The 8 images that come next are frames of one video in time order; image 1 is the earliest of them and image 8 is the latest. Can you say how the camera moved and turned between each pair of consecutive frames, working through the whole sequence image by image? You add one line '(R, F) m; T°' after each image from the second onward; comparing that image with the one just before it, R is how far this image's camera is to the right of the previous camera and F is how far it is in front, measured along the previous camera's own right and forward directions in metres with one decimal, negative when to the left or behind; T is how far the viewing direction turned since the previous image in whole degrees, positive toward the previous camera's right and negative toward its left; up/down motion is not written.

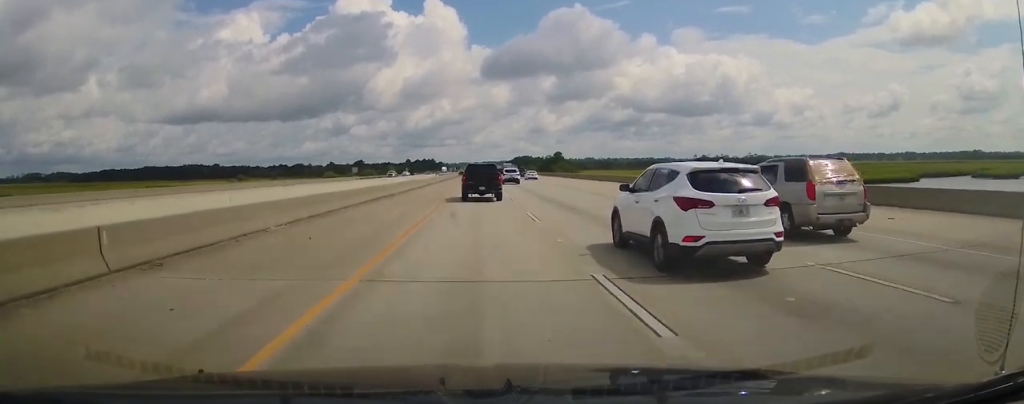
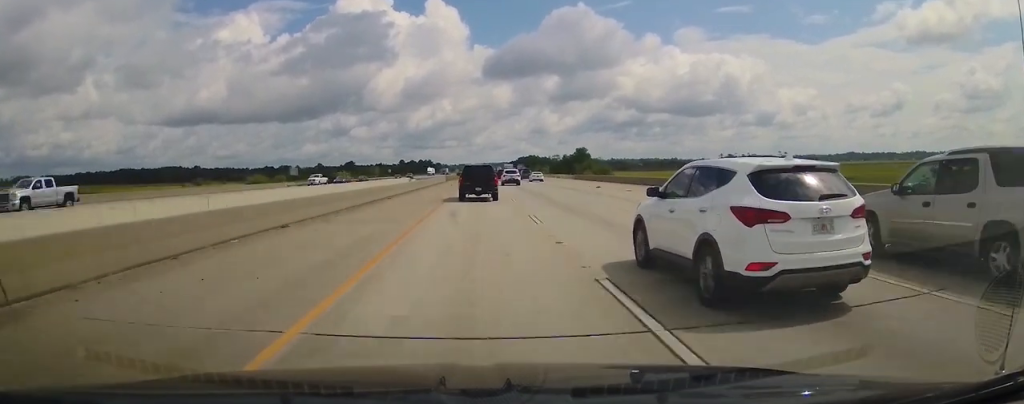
(0.0, +61.9) m; 0°
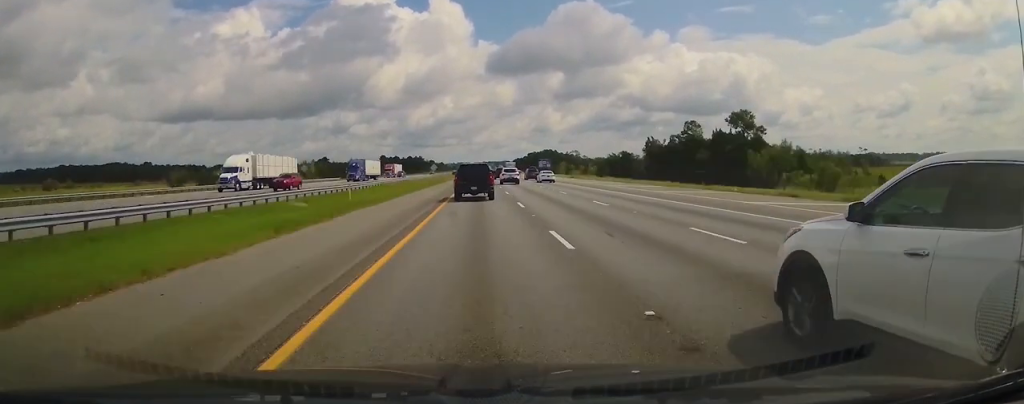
(-0.5, +125.0) m; 0°
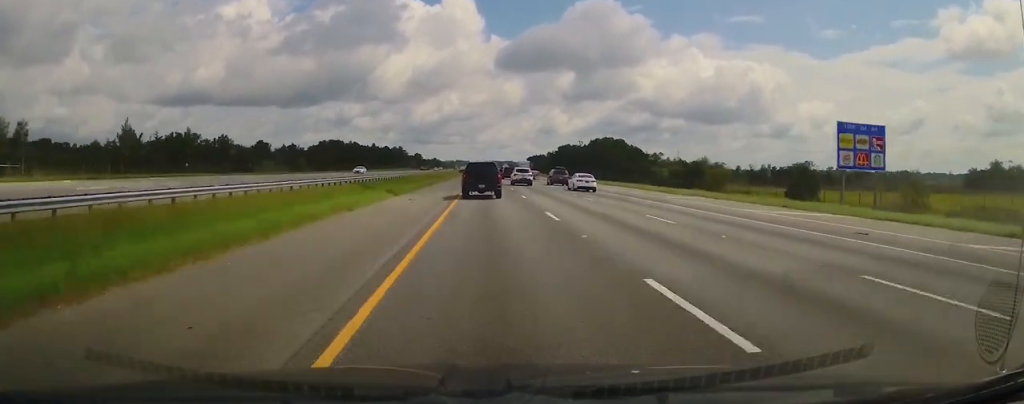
(+0.3, +181.6) m; 0°
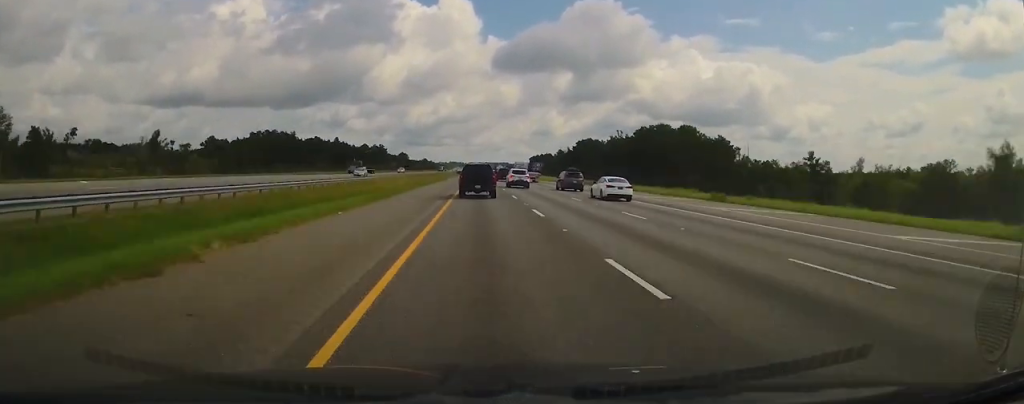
(+0.2, +73.0) m; 0°
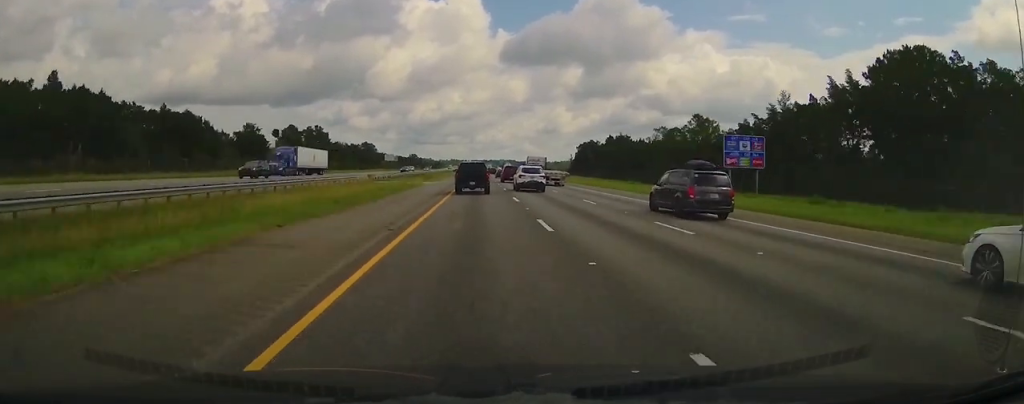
(-0.2, +178.8) m; 0°
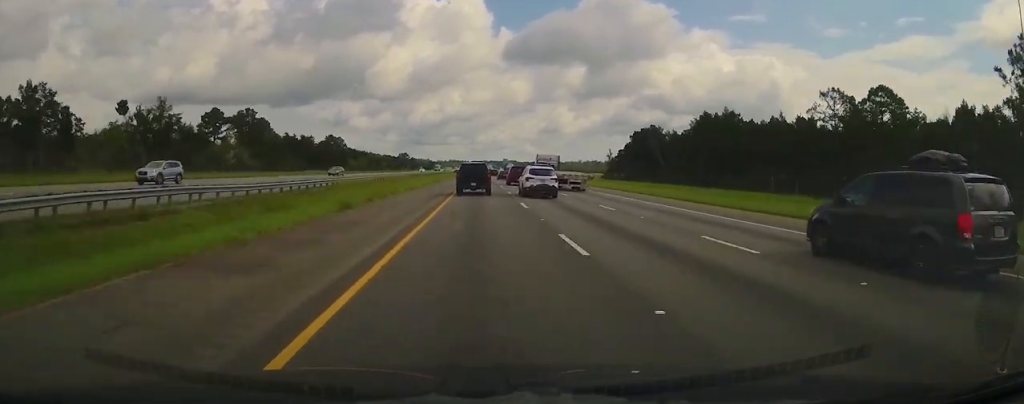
(+0.1, +77.8) m; 0°
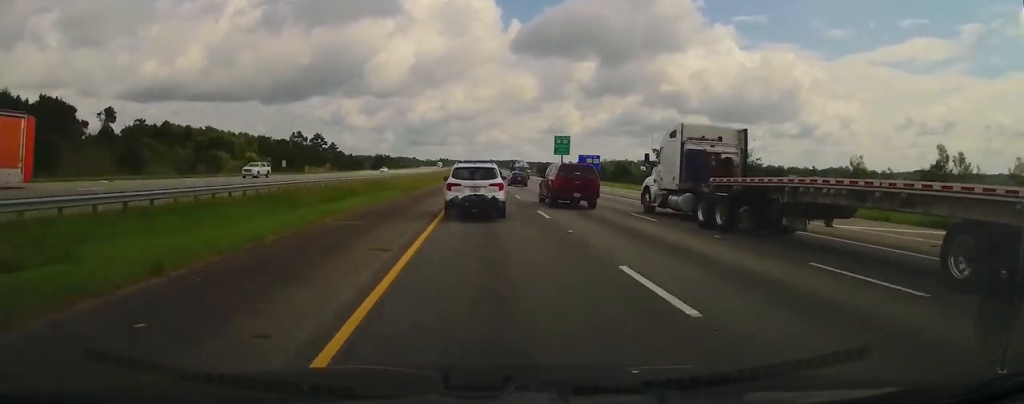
(-0.7, +304.6) m; +1°
